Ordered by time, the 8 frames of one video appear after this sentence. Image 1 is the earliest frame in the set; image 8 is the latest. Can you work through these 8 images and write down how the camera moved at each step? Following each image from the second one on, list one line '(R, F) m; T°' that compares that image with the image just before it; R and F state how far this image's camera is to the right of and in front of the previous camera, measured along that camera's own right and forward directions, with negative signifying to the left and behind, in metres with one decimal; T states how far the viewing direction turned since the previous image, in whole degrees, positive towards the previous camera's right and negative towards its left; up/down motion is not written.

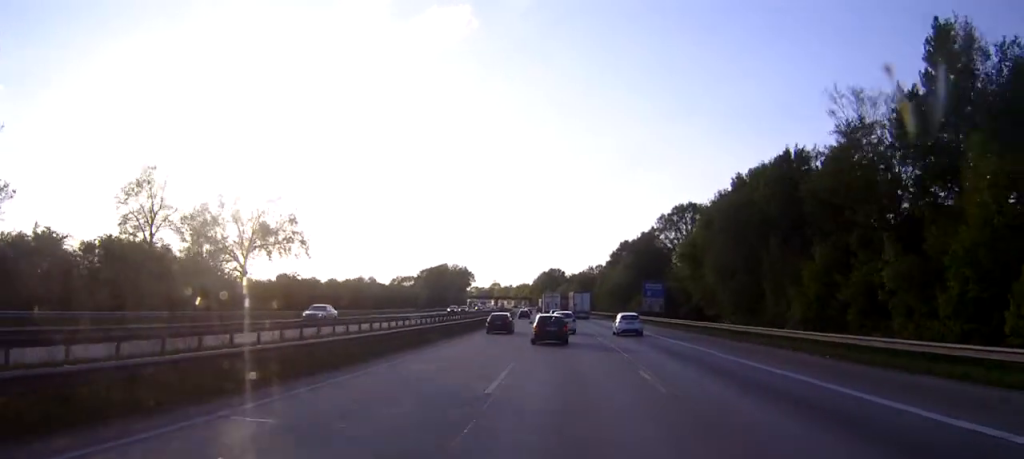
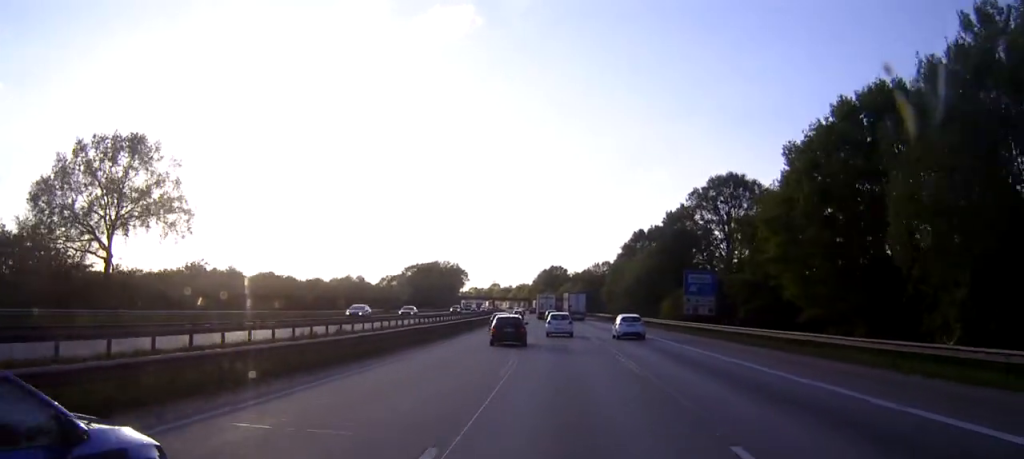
(-0.2, +30.2) m; -1°
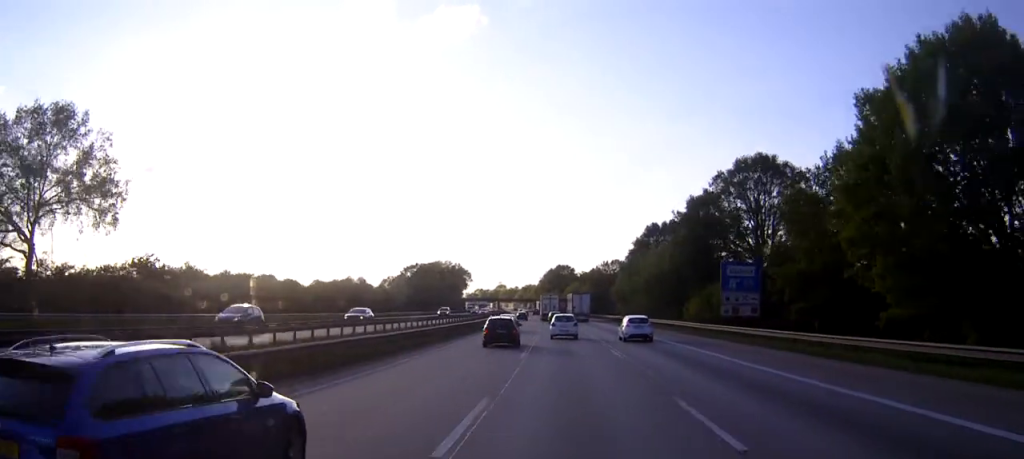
(-0.1, +12.2) m; 0°
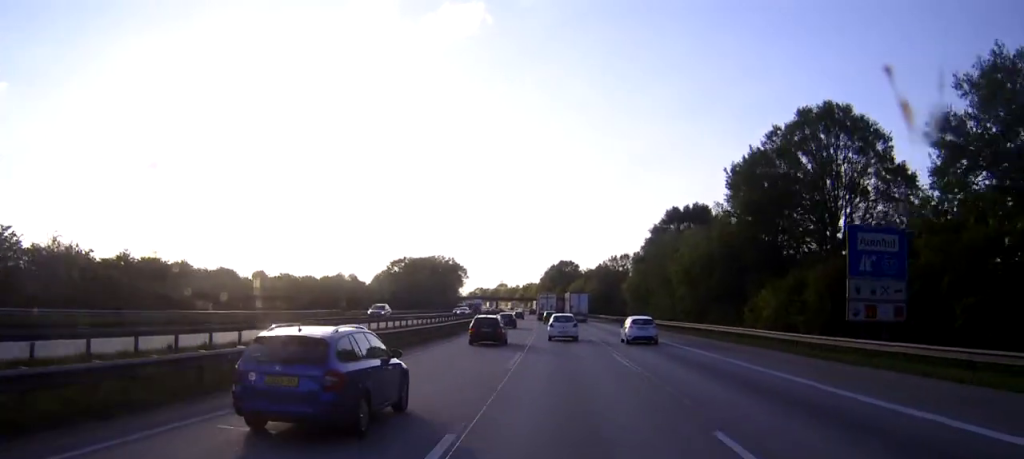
(-0.1, +22.5) m; 0°
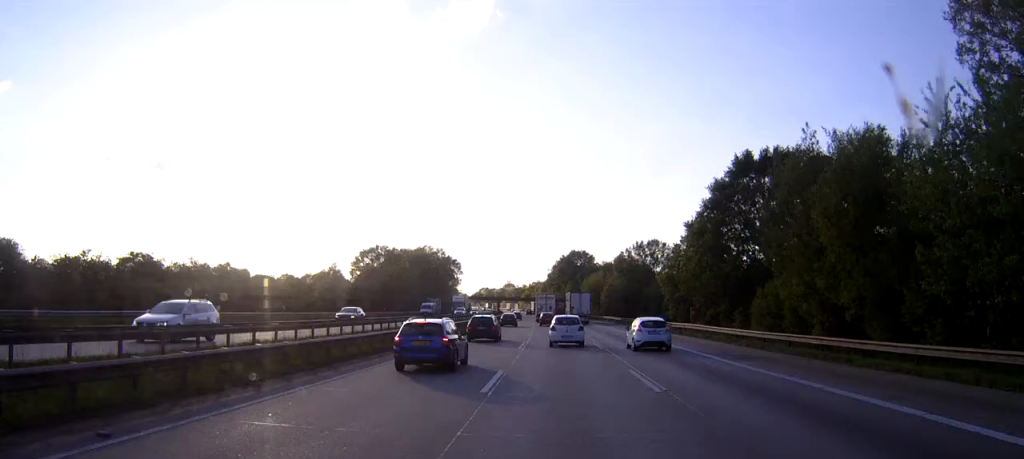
(-0.3, +42.4) m; -1°
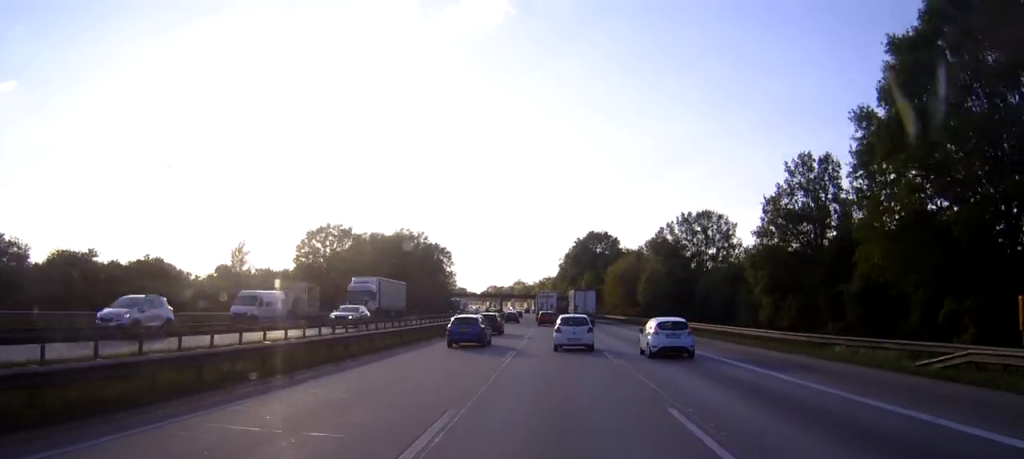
(-0.2, +44.7) m; -1°
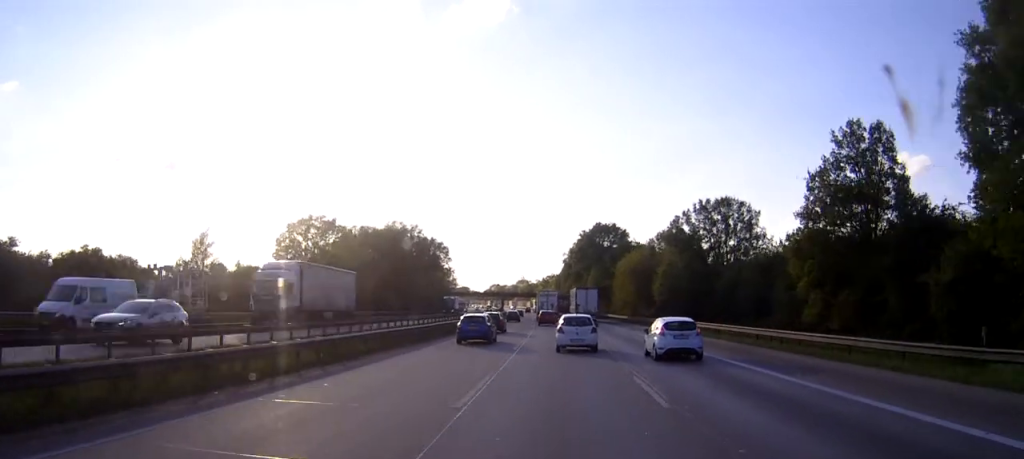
(0.0, +11.5) m; 0°
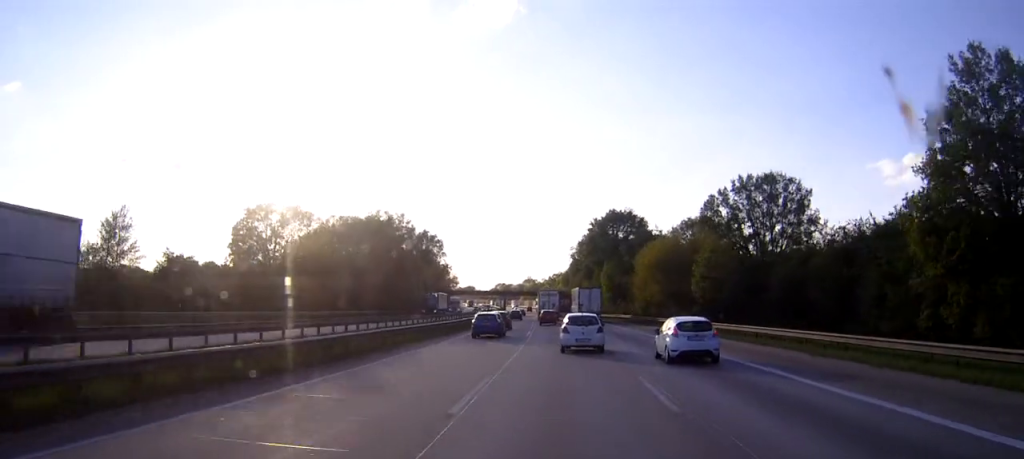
(-0.1, +19.2) m; -1°
